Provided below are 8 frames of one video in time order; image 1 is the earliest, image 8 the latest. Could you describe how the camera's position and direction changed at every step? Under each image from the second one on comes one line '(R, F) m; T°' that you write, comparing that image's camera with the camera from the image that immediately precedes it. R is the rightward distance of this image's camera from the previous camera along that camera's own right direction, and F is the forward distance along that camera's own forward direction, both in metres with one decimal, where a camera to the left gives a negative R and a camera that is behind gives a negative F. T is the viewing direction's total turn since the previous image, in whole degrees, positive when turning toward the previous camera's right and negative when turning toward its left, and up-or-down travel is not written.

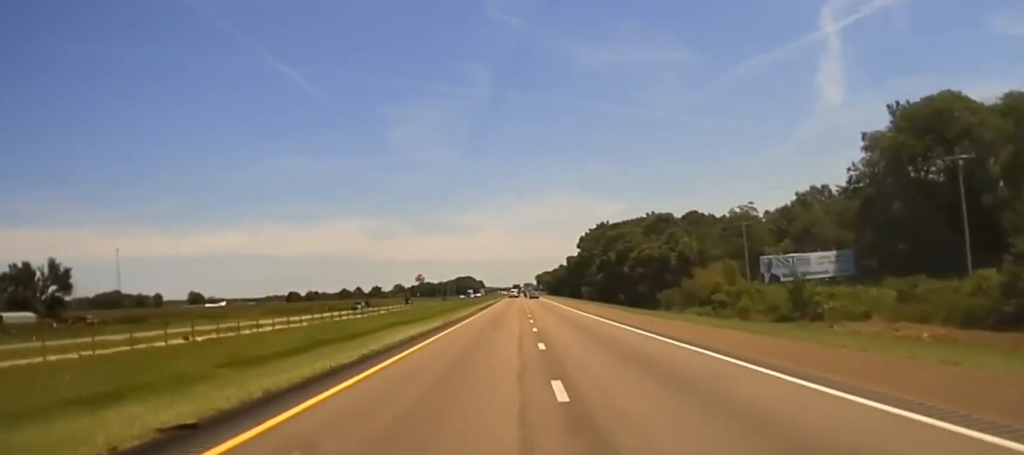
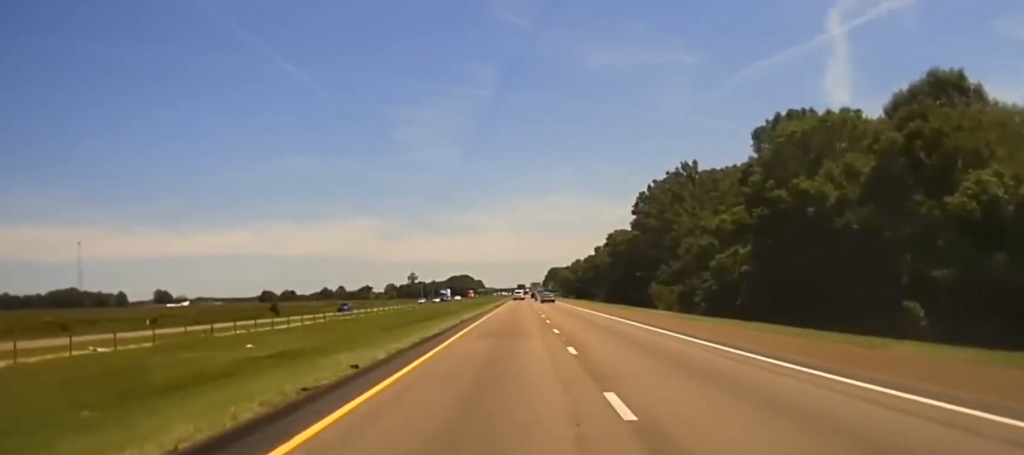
(-0.7, +115.9) m; 0°
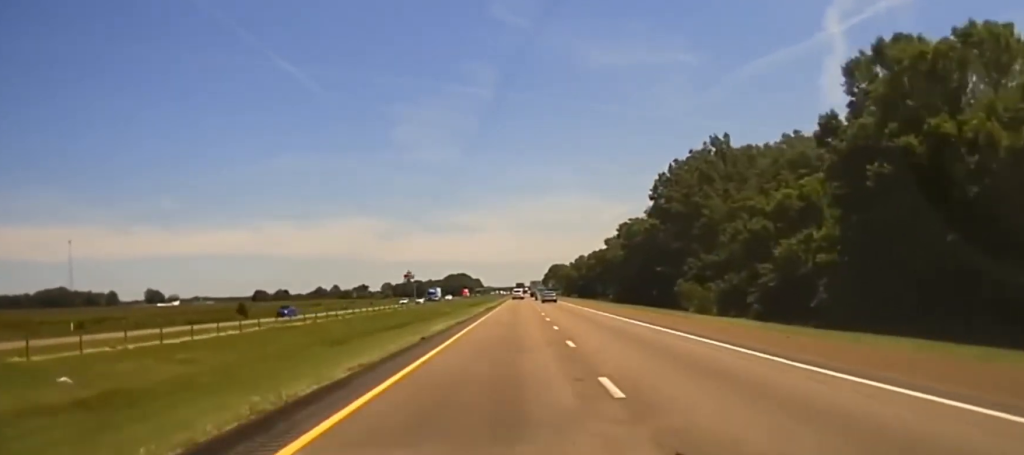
(+0.1, +24.9) m; 0°
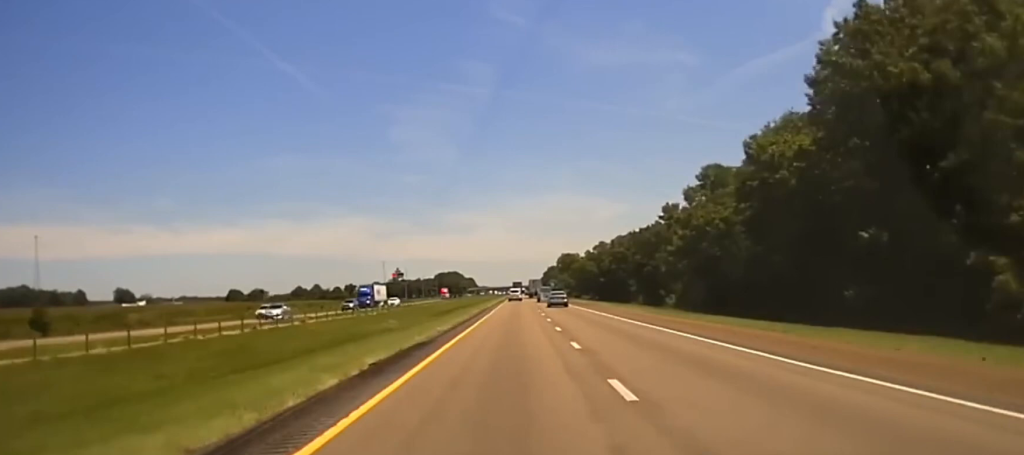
(-0.5, +80.4) m; 0°
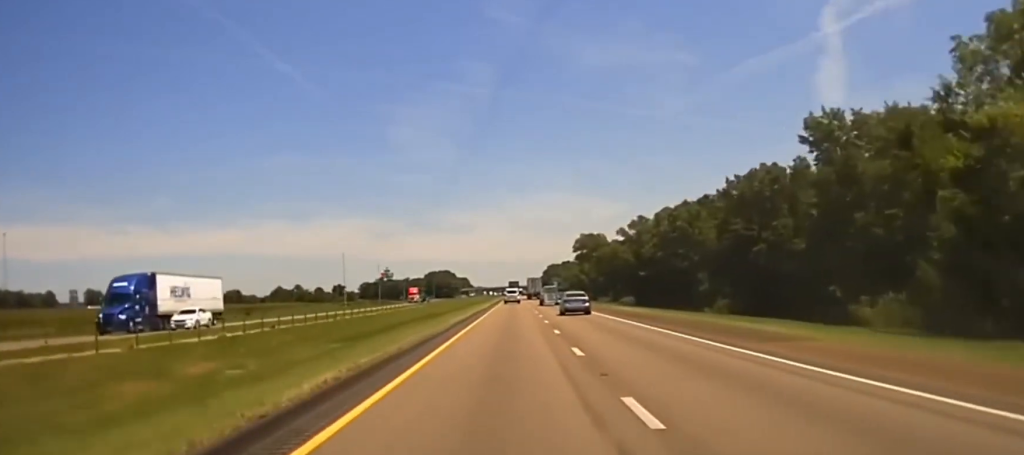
(0.0, +66.4) m; 0°
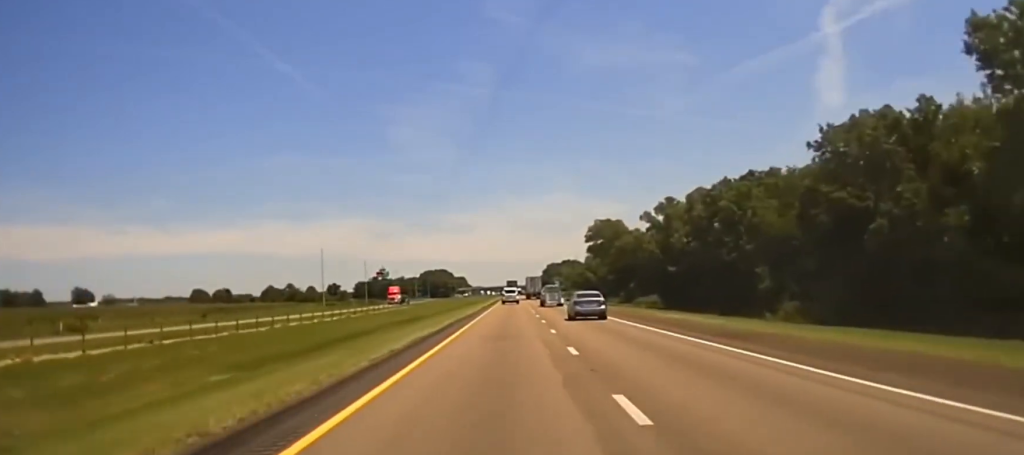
(0.0, +24.1) m; 0°
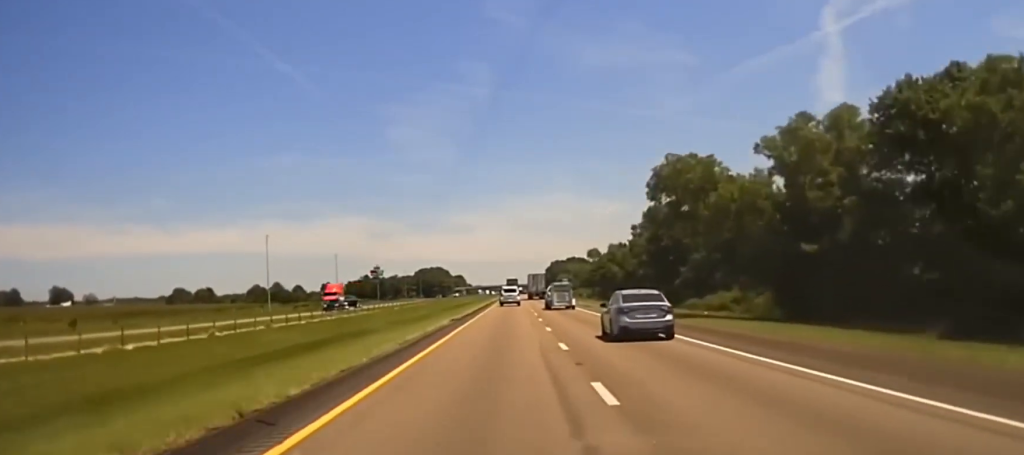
(-0.1, +43.5) m; 0°
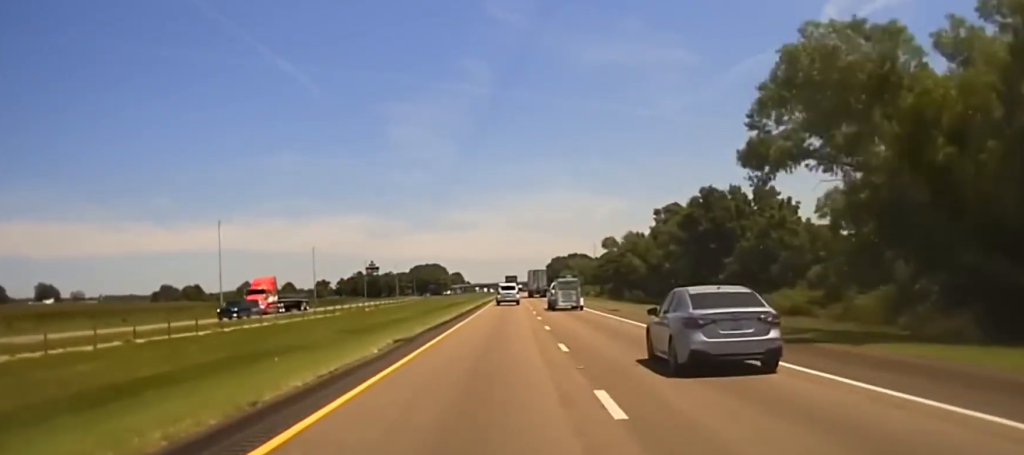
(+0.1, +23.7) m; 0°
